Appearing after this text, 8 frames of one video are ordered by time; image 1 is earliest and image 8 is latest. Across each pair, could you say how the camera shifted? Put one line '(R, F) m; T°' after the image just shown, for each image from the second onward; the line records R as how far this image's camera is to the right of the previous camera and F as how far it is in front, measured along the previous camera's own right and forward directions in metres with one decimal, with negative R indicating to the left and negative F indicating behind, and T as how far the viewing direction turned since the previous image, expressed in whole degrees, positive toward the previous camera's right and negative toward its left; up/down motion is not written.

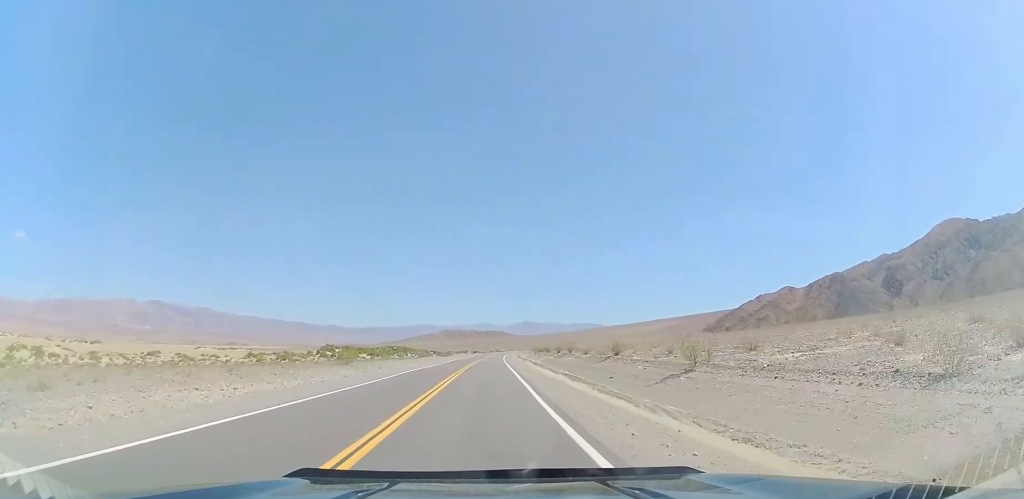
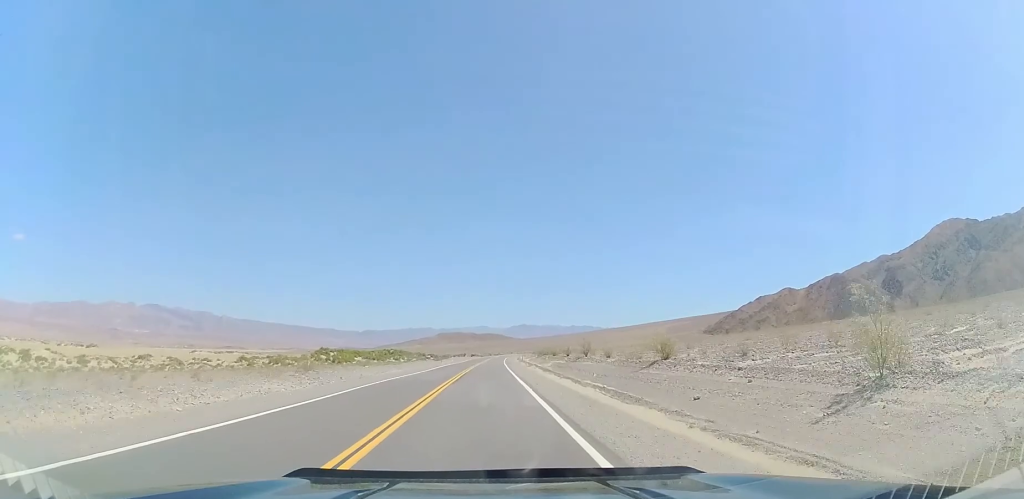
(+0.1, +12.1) m; -1°
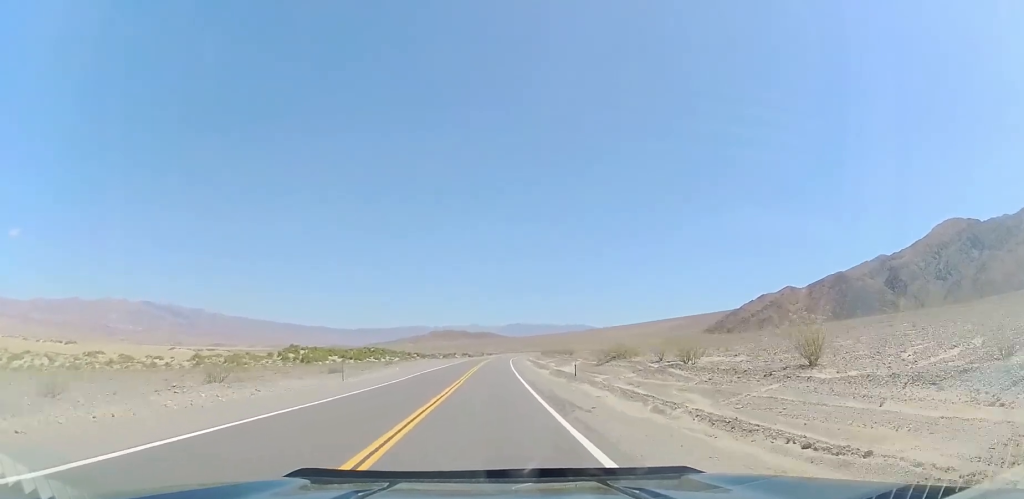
(-0.4, +62.0) m; 0°
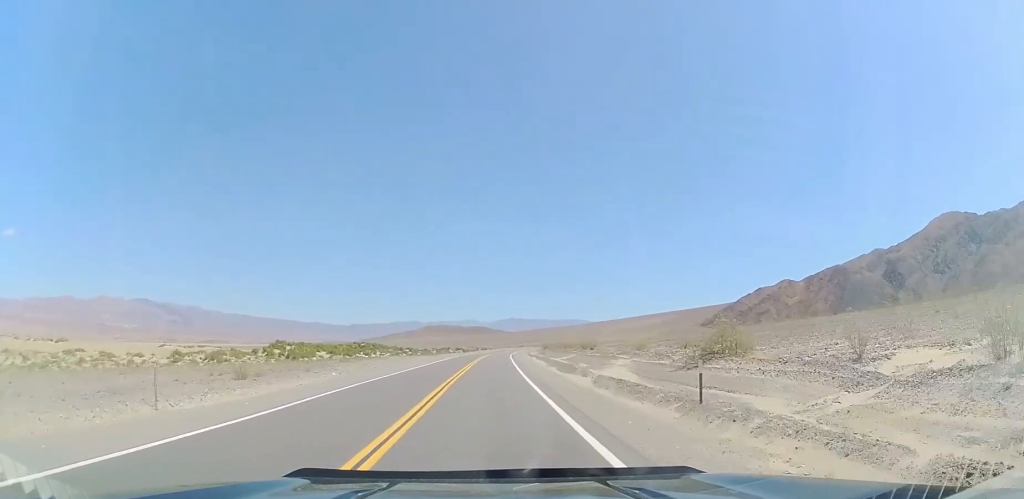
(0.0, +19.9) m; 0°
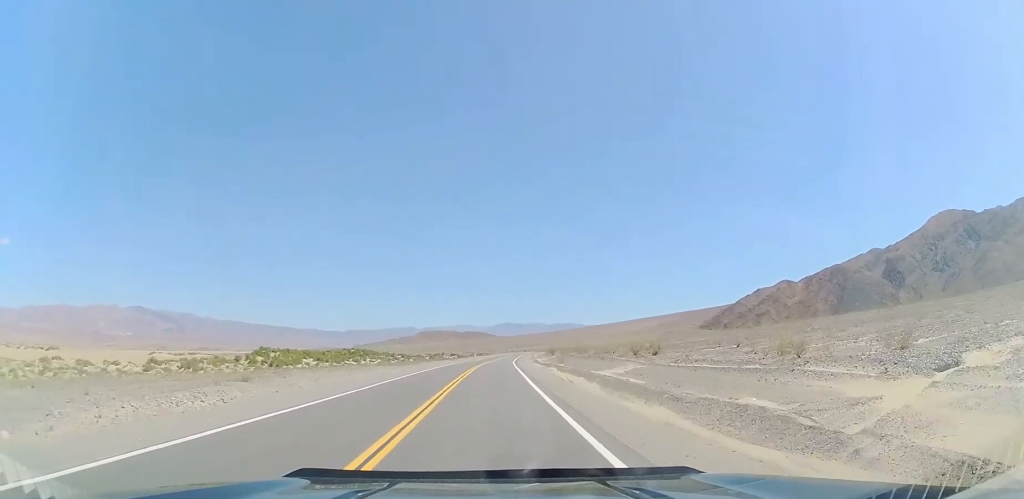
(0.0, +23.8) m; +1°
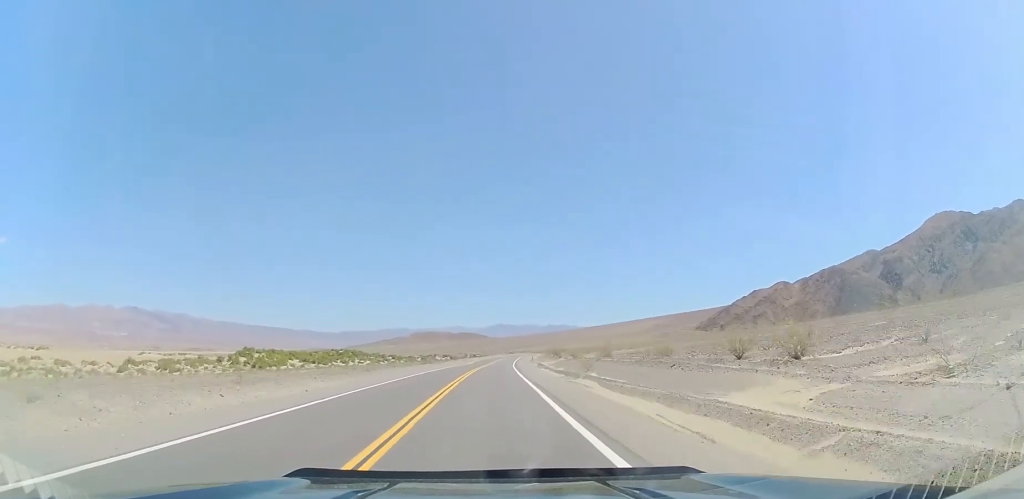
(-0.1, +18.1) m; +1°
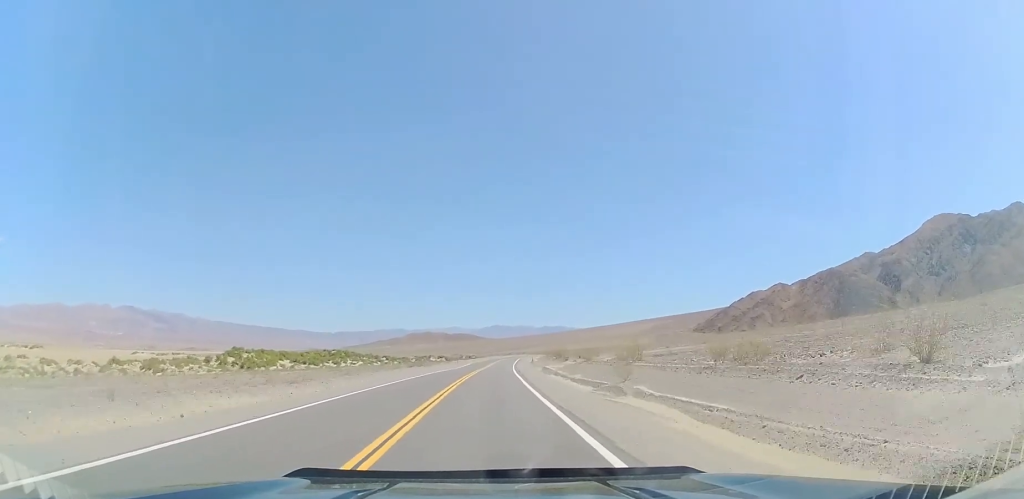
(+0.4, +11.6) m; +1°
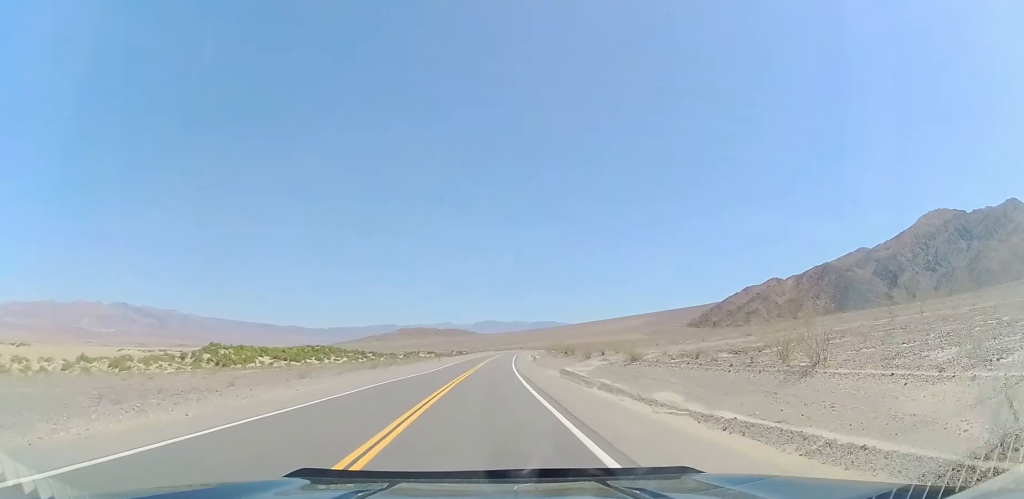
(+0.4, +22.2) m; +1°
